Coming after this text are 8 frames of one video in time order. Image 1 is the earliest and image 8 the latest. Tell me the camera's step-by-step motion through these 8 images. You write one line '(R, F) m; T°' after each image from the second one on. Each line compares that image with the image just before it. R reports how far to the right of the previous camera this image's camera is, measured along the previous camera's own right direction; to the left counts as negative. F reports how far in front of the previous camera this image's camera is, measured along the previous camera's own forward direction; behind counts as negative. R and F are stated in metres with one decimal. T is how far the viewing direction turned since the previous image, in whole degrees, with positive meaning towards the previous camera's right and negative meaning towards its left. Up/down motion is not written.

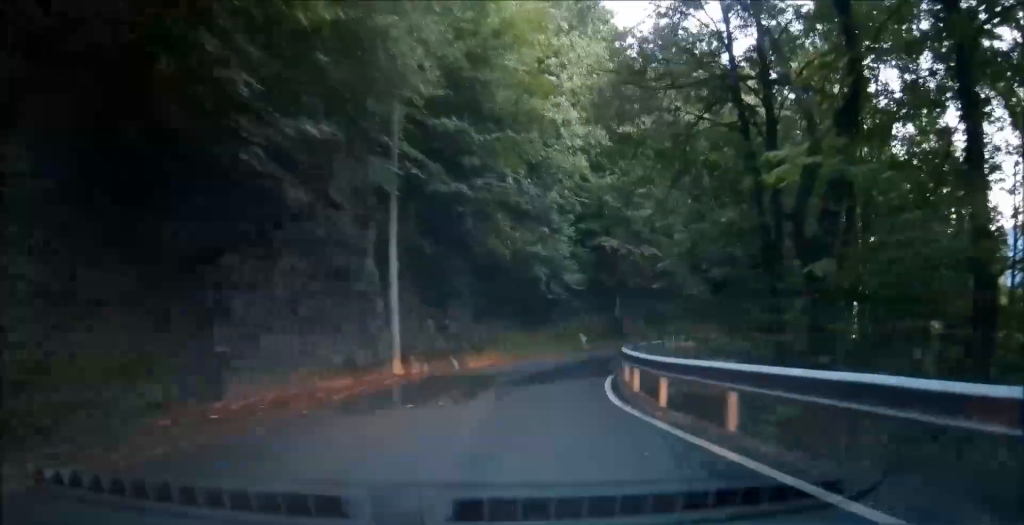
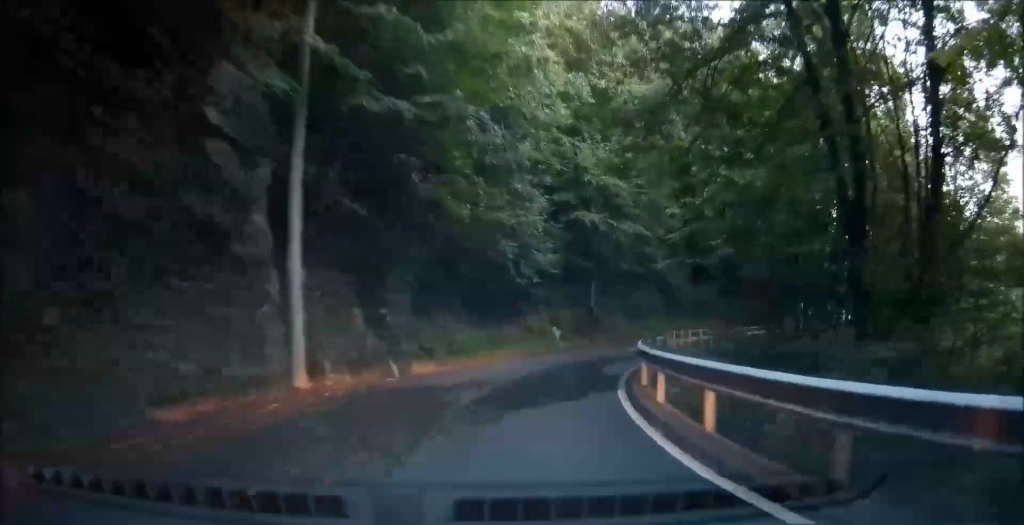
(+0.2, +4.8) m; +13°
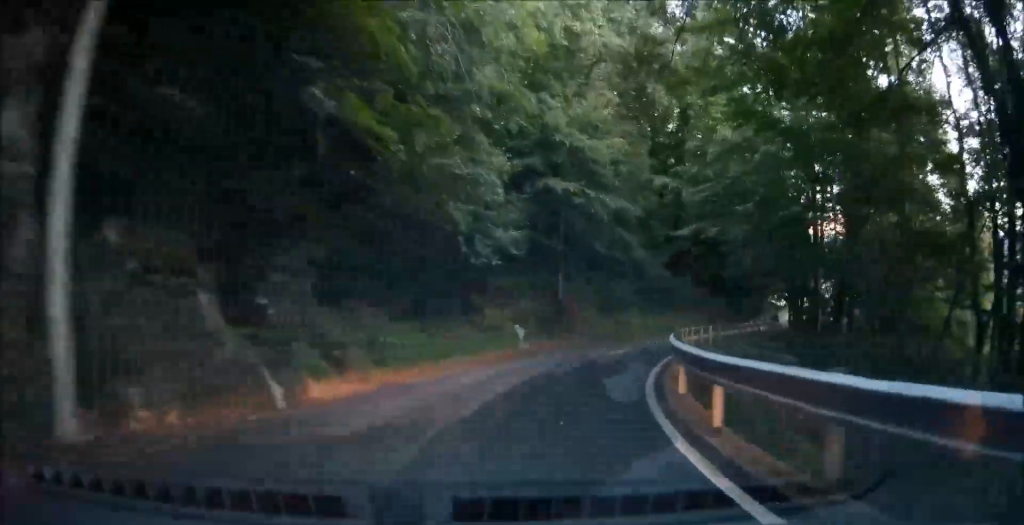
(+0.9, +4.8) m; +14°
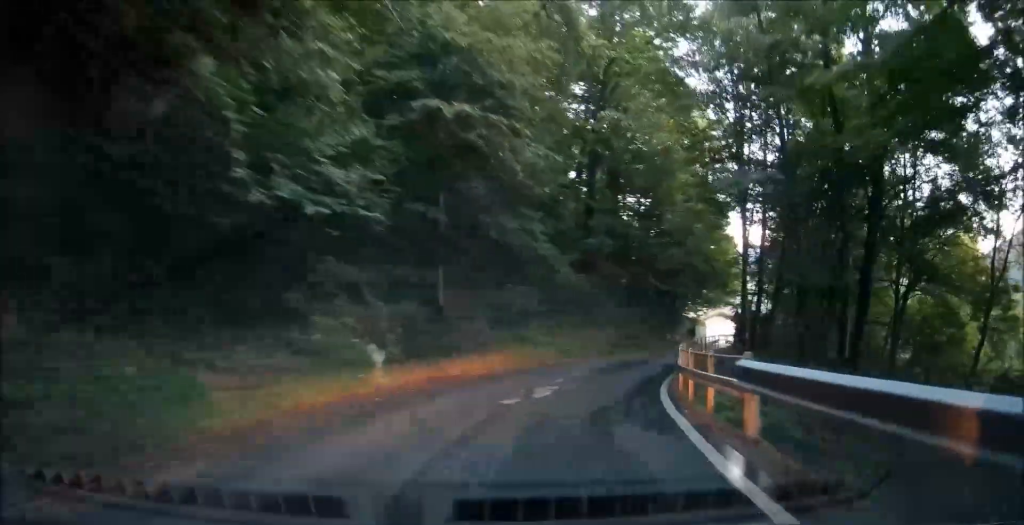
(+1.1, +8.1) m; +9°
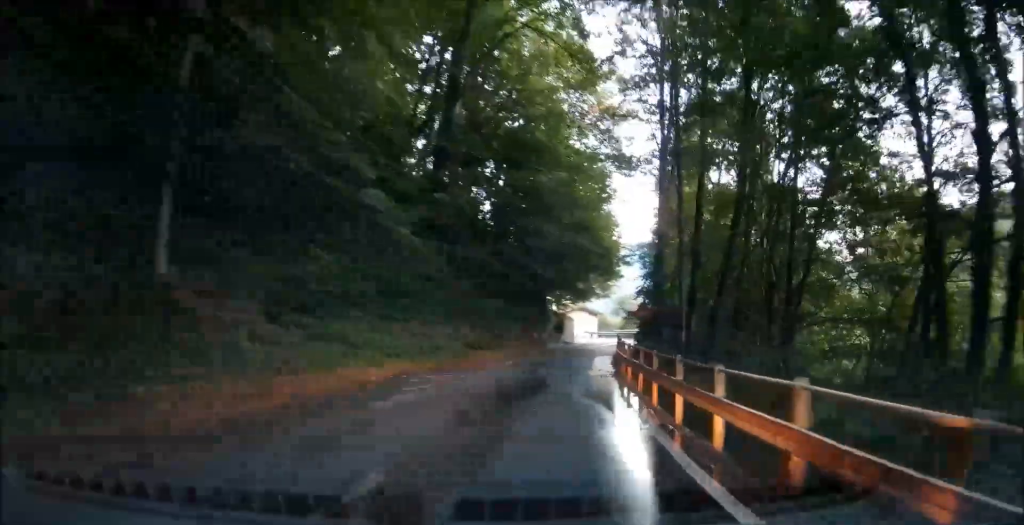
(+1.1, +9.9) m; +13°
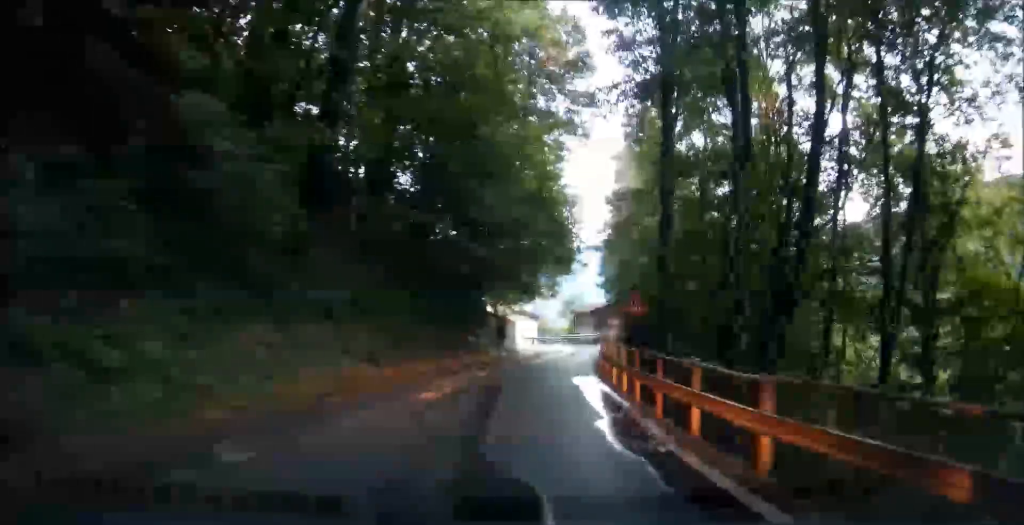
(+0.3, +8.9) m; +1°
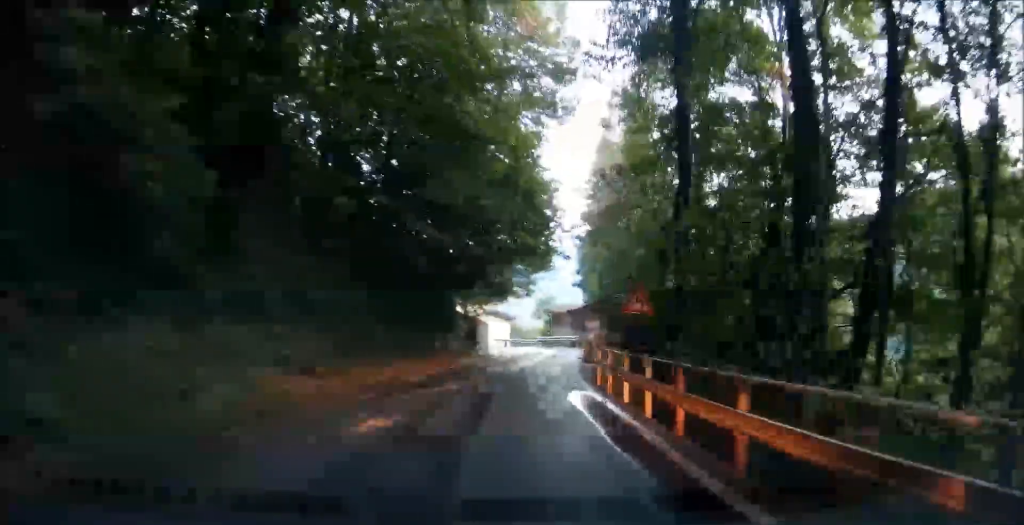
(0.0, +3.4) m; 0°
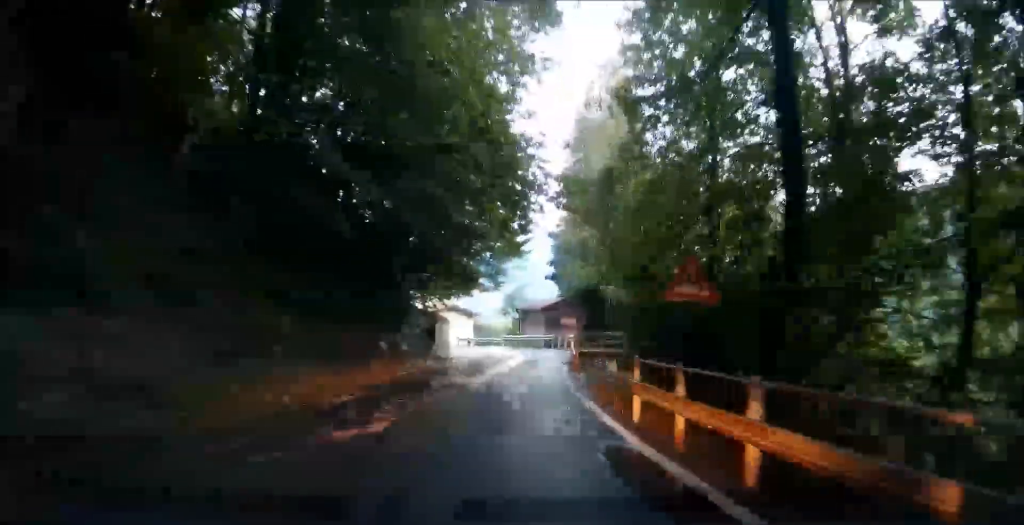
(0.0, +5.3) m; +2°
